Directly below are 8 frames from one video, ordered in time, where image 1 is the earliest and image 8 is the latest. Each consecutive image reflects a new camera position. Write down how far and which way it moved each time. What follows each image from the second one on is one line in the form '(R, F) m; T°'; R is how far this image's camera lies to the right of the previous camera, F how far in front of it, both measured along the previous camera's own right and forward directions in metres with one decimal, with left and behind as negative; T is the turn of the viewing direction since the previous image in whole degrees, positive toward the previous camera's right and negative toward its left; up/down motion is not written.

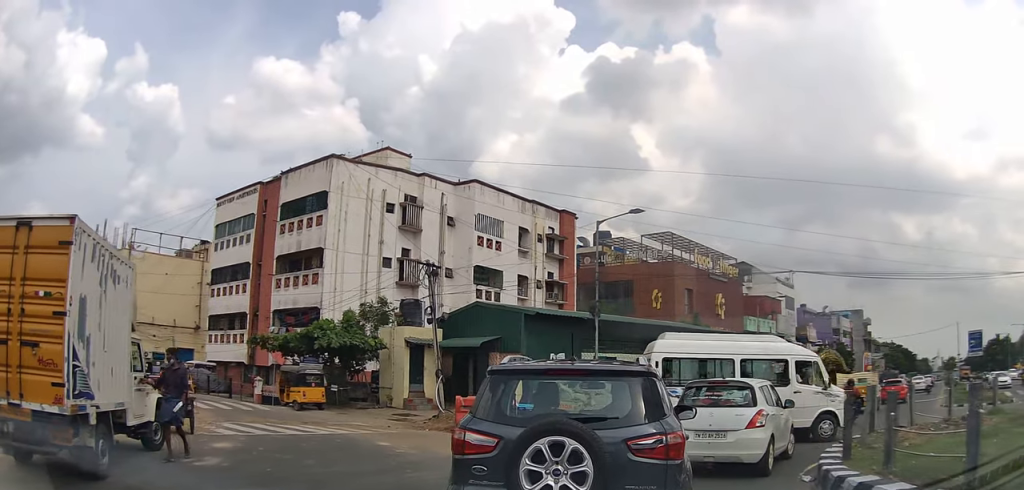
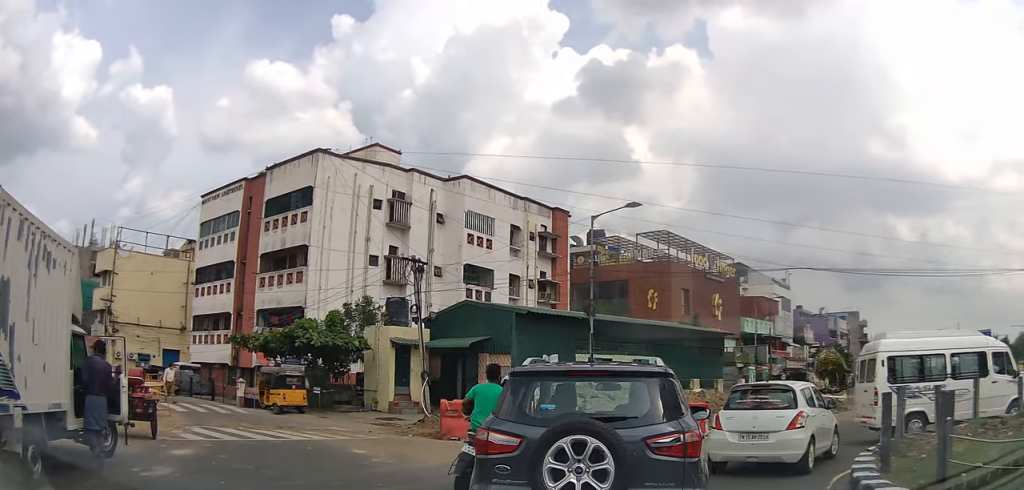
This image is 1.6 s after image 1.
(+0.1, +1.2) m; 0°
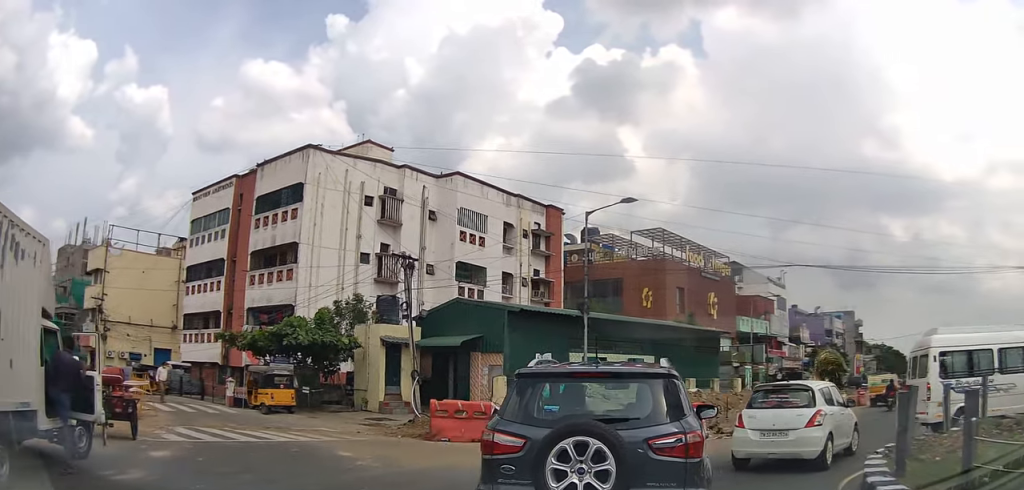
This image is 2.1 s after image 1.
(0.0, +0.3) m; 0°
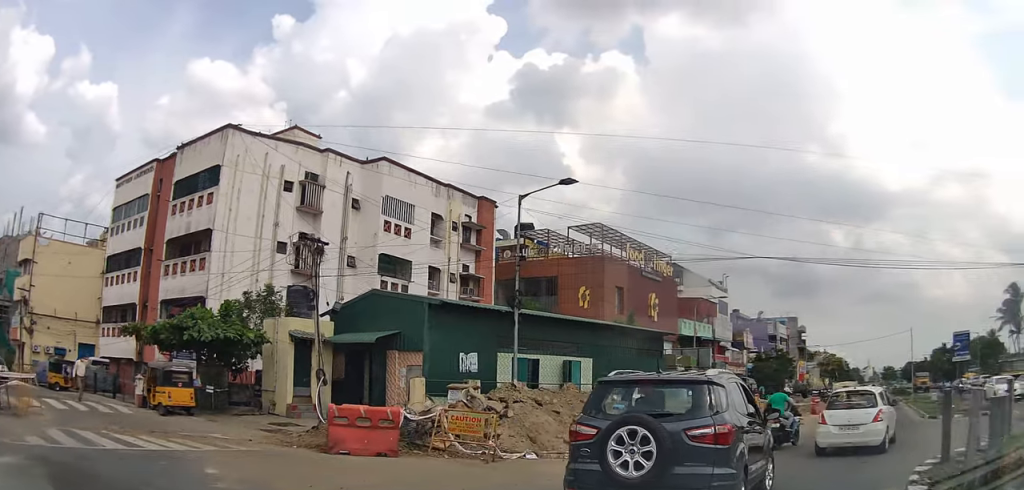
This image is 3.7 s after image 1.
(+0.4, +1.9) m; +15°
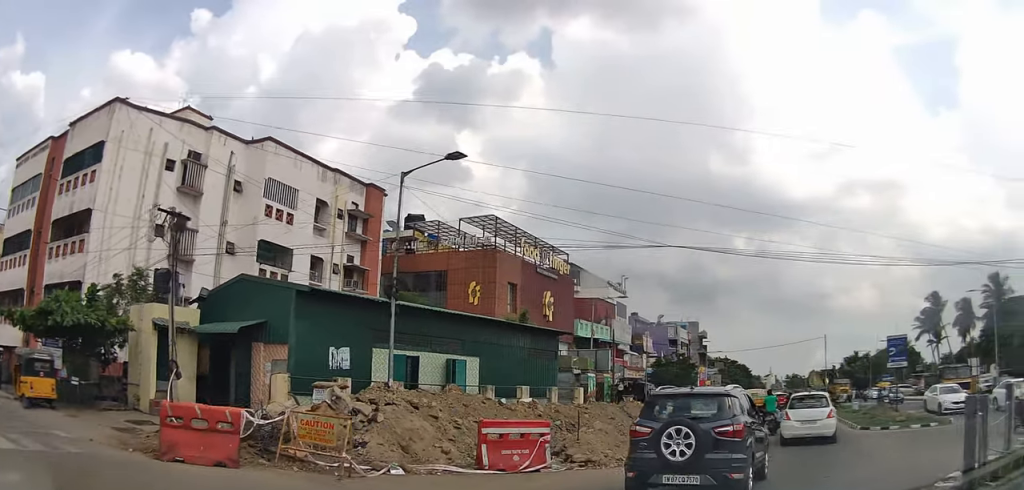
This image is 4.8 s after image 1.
(+0.1, +2.4) m; +8°
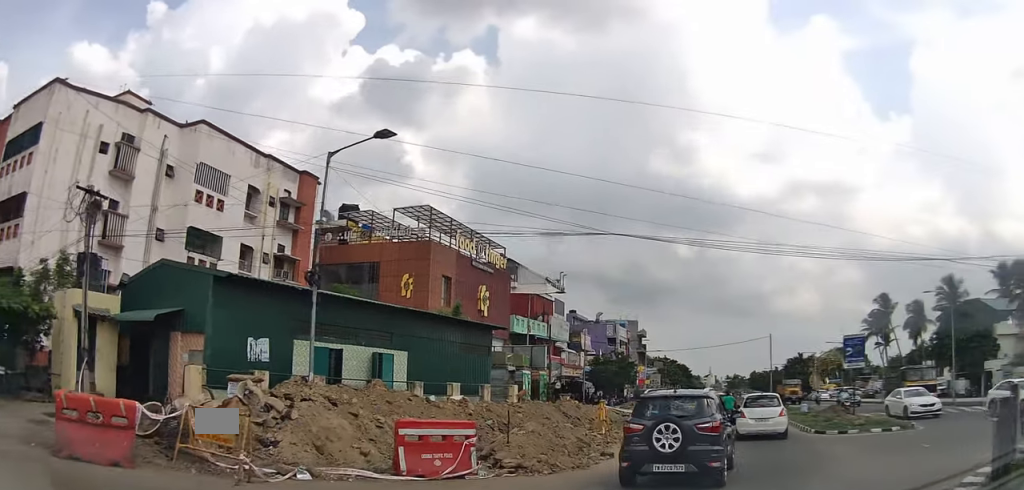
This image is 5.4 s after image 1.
(0.0, +1.4) m; +6°
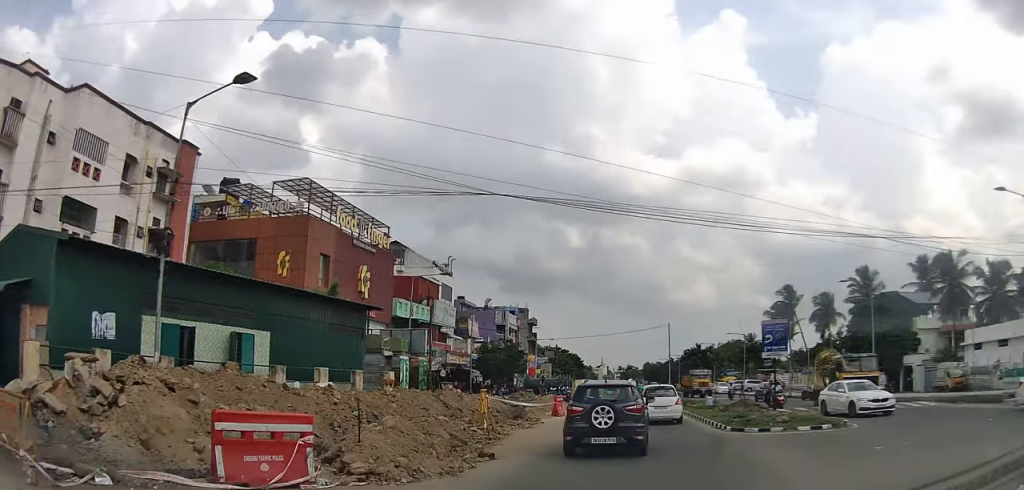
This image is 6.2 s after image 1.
(+0.3, +2.4) m; +7°
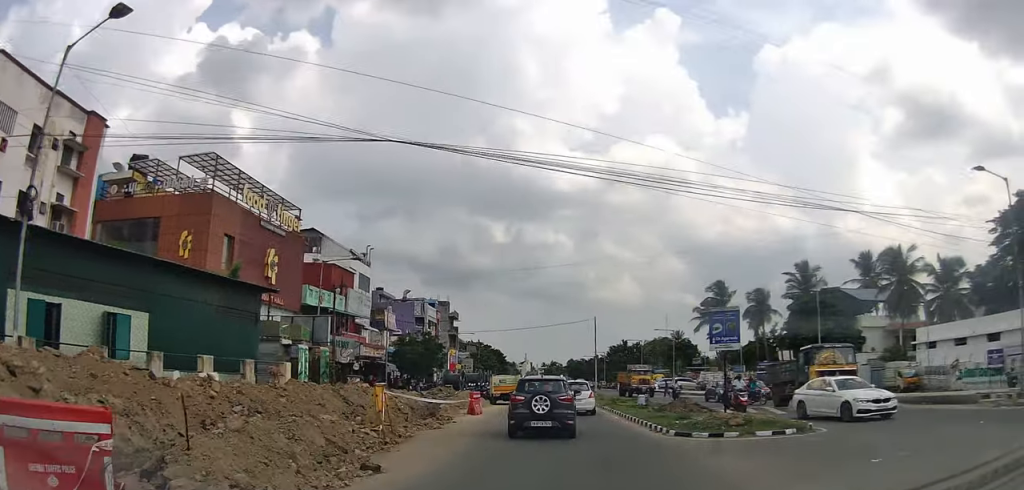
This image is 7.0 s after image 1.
(+0.1, +2.9) m; +4°
